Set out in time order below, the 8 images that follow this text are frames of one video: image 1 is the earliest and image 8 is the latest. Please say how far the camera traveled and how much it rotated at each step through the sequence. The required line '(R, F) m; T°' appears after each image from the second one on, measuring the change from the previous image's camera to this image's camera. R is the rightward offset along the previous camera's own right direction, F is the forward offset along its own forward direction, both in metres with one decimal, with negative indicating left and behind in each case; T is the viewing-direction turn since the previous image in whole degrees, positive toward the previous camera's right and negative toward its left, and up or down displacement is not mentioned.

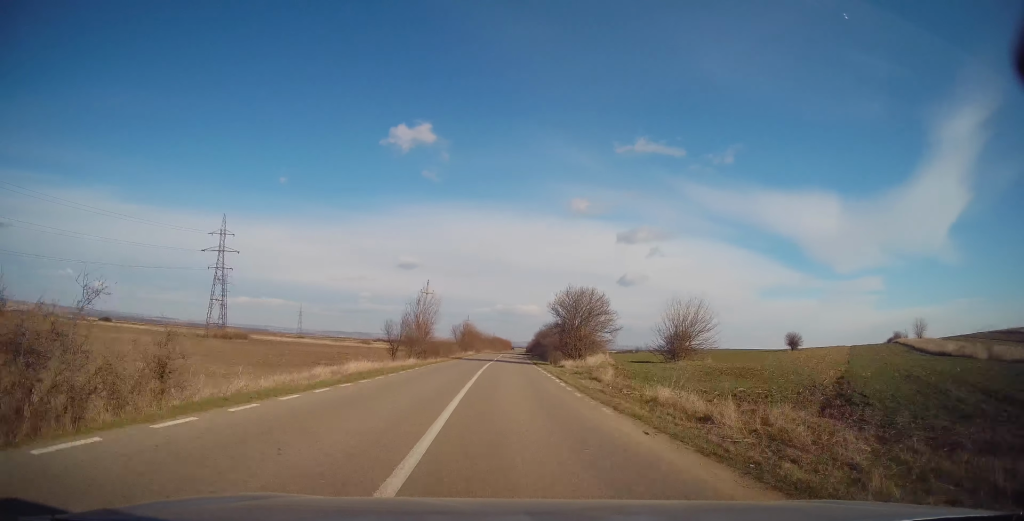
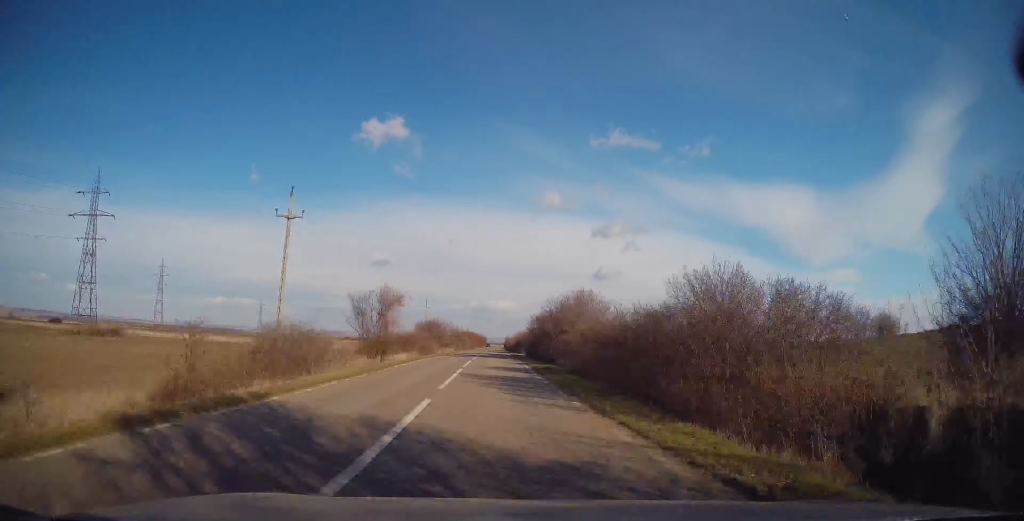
(+2.6, +41.7) m; +5°
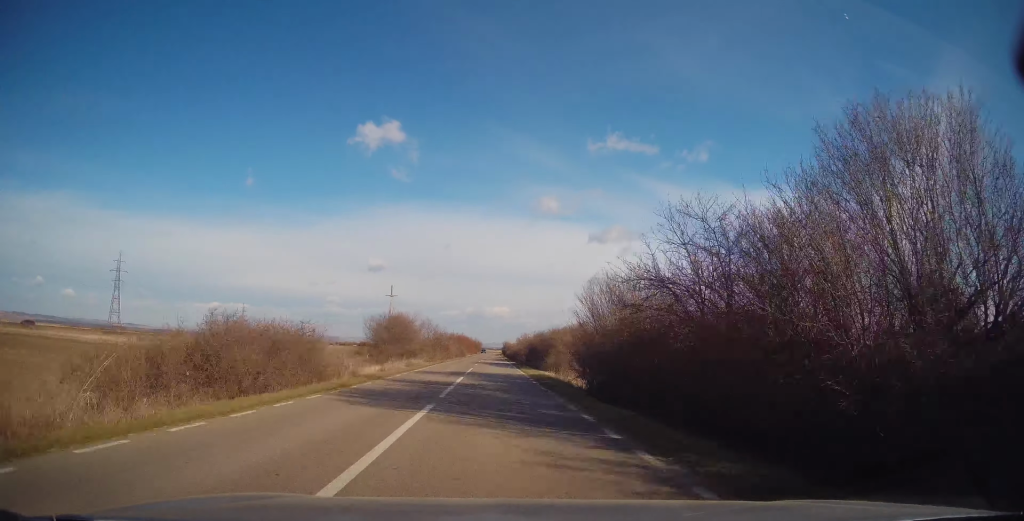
(+0.3, +33.2) m; 0°
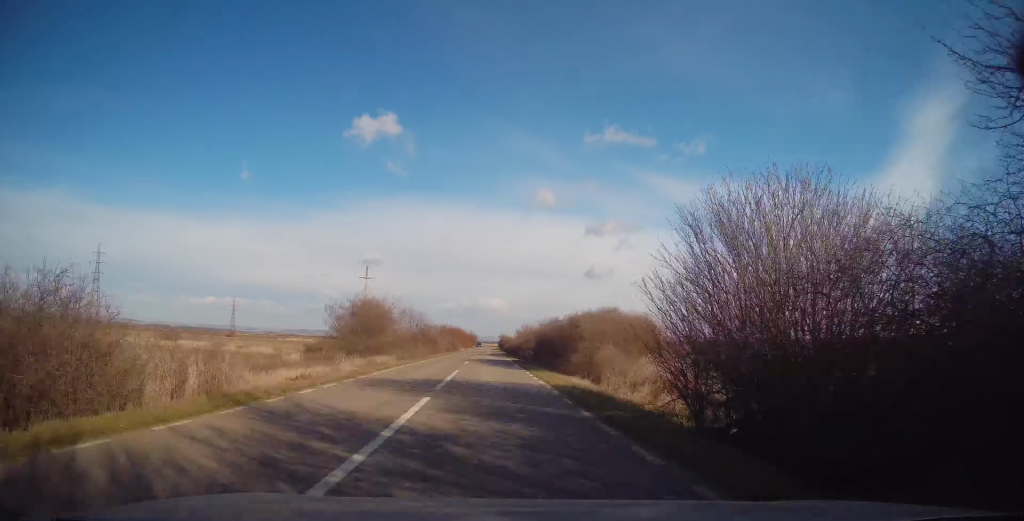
(0.0, +11.4) m; 0°
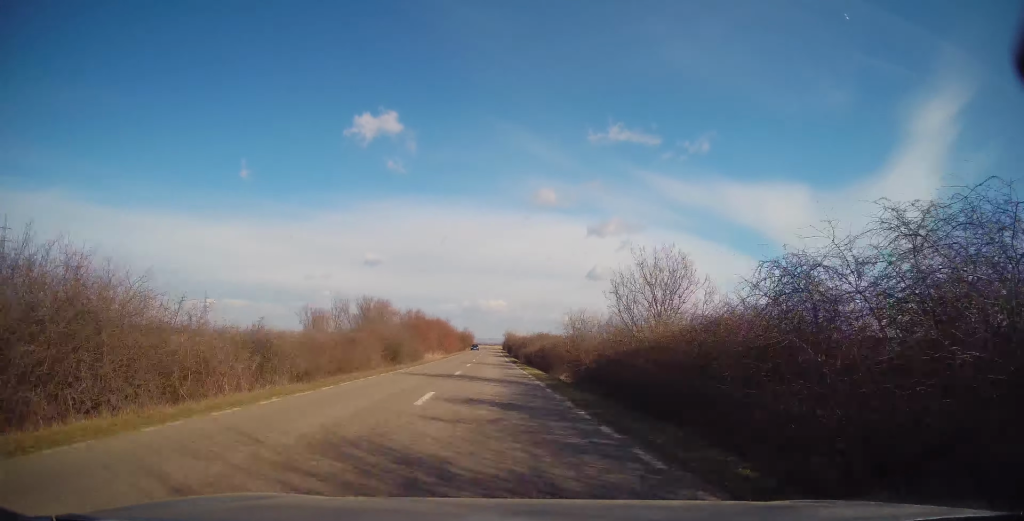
(-0.9, +58.9) m; 0°
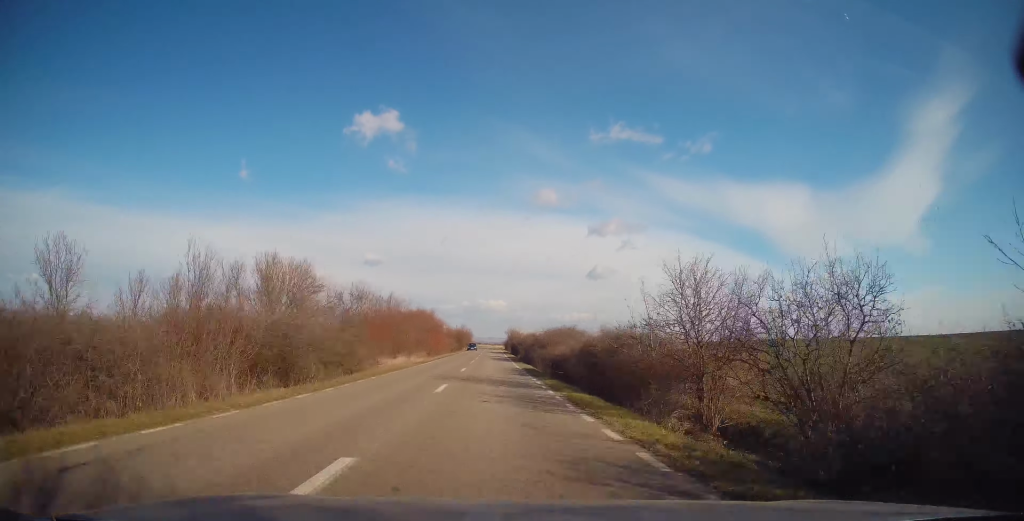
(+0.4, +19.7) m; +1°
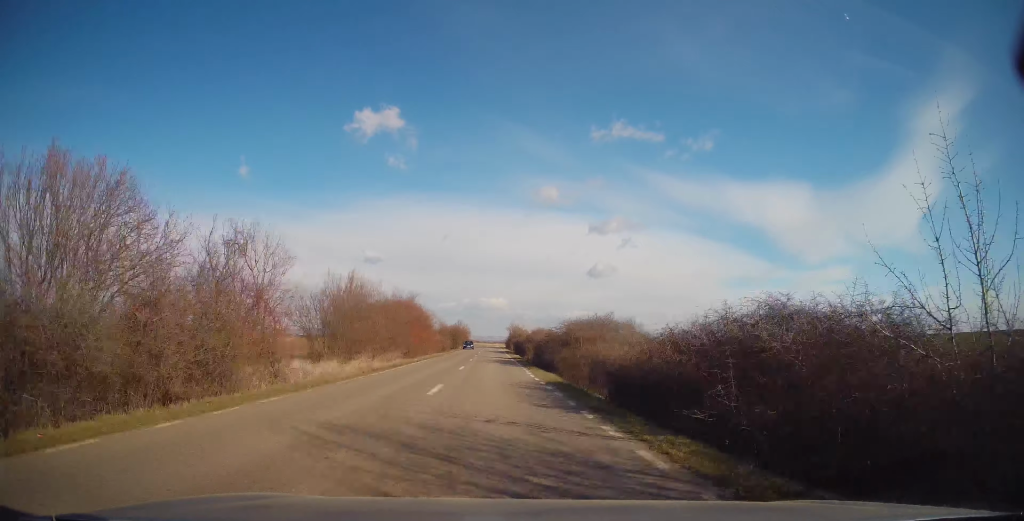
(-0.1, +13.8) m; 0°
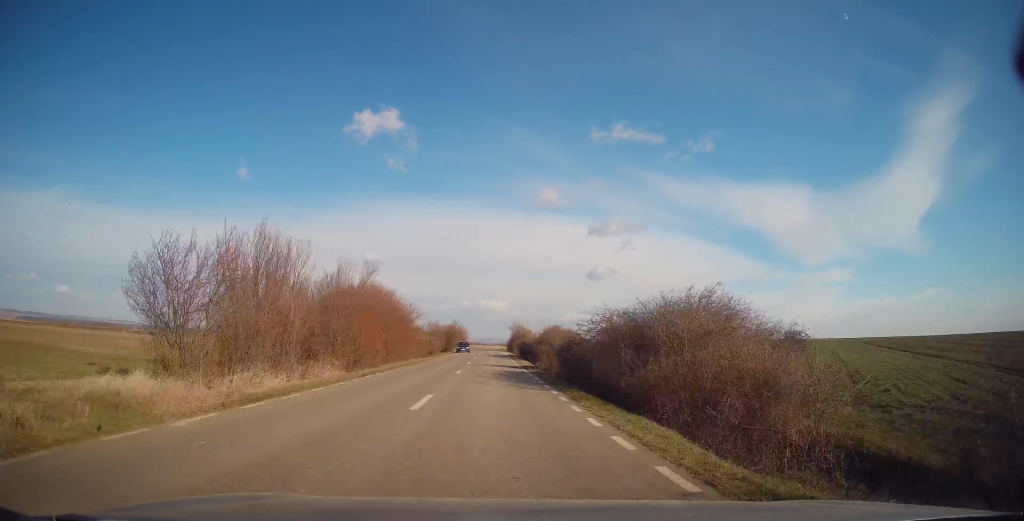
(0.0, +15.2) m; 0°
